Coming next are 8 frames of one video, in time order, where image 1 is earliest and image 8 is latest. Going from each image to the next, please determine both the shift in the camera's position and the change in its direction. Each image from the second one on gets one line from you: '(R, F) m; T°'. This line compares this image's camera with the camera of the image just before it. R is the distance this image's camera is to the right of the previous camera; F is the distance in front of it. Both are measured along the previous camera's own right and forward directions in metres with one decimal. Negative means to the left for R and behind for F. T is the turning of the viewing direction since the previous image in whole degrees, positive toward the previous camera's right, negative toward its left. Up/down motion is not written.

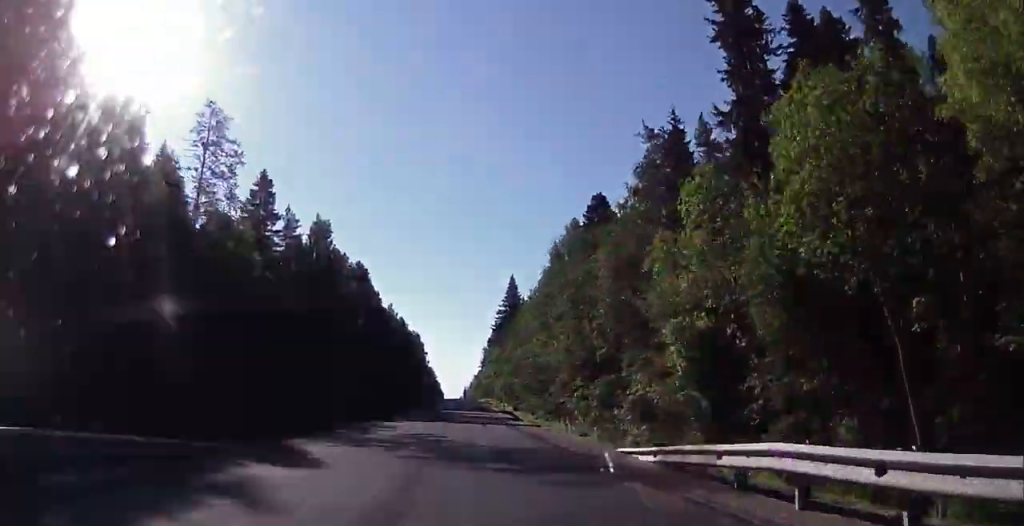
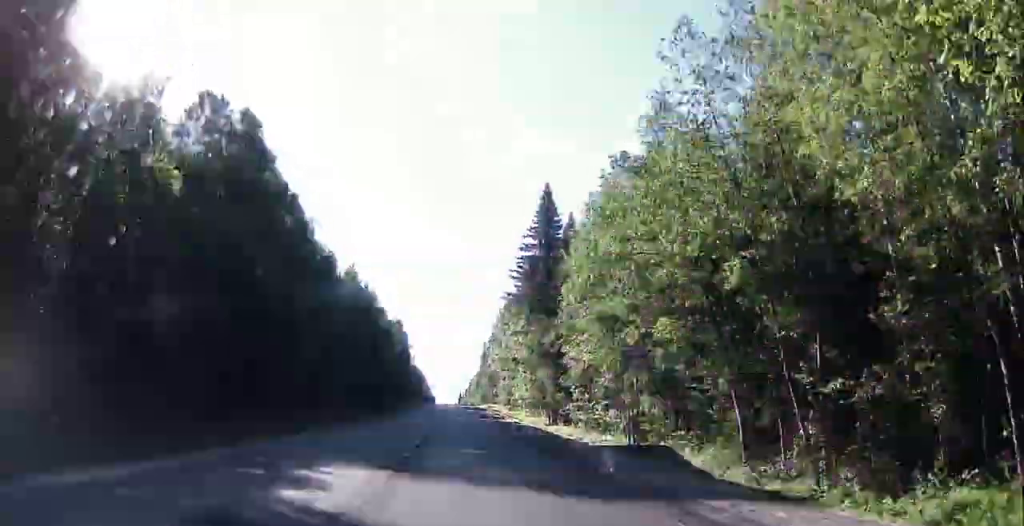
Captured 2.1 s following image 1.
(+2.0, +65.5) m; +2°
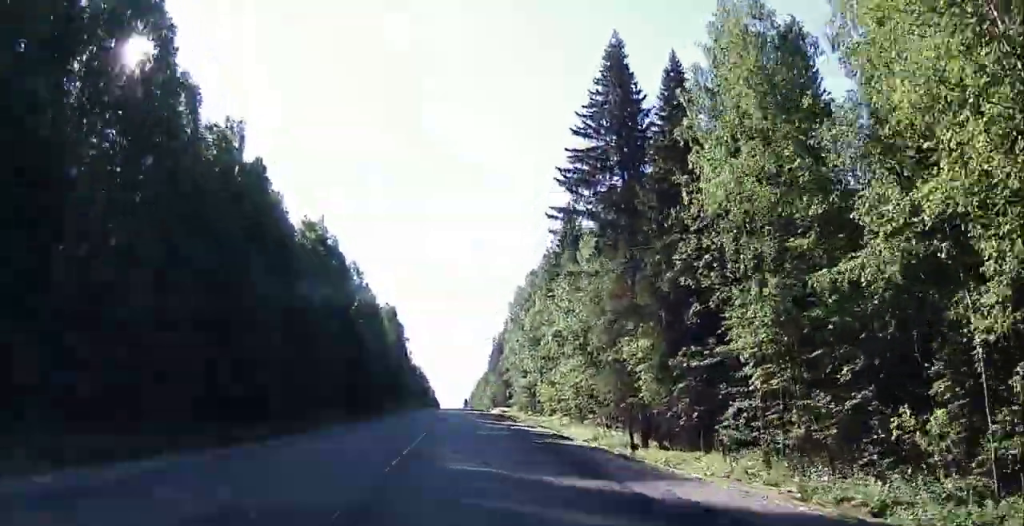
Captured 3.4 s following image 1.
(0.0, +38.1) m; 0°
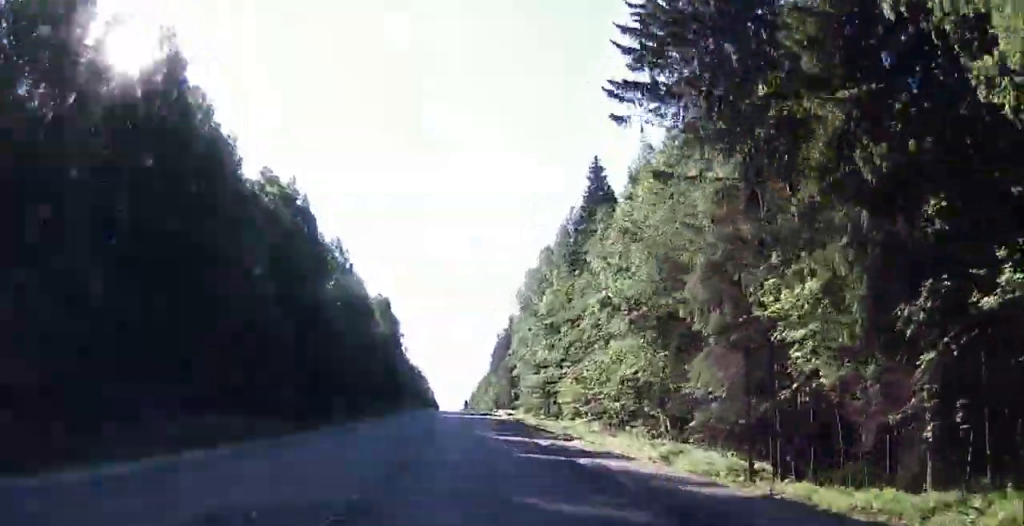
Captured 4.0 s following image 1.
(0.0, +19.6) m; 0°
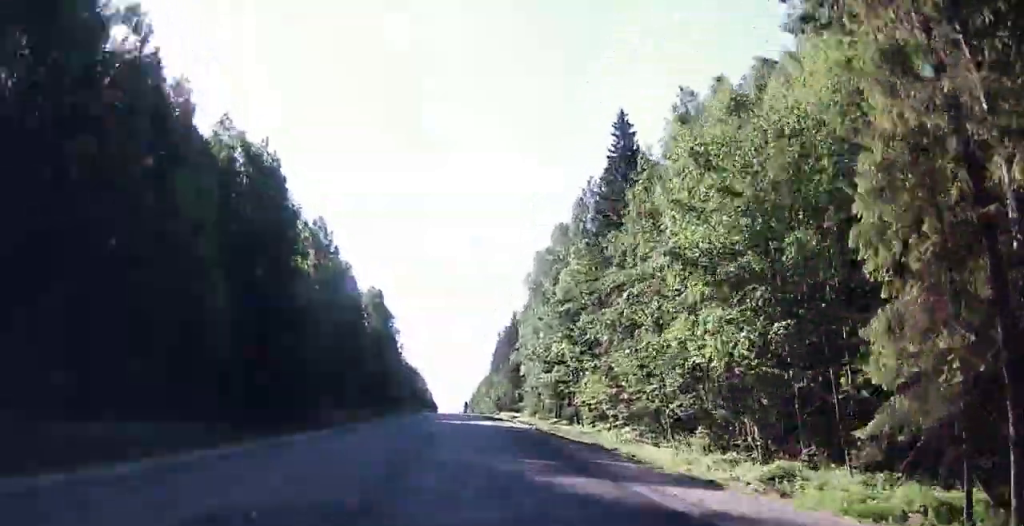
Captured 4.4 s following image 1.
(0.0, +13.3) m; 0°
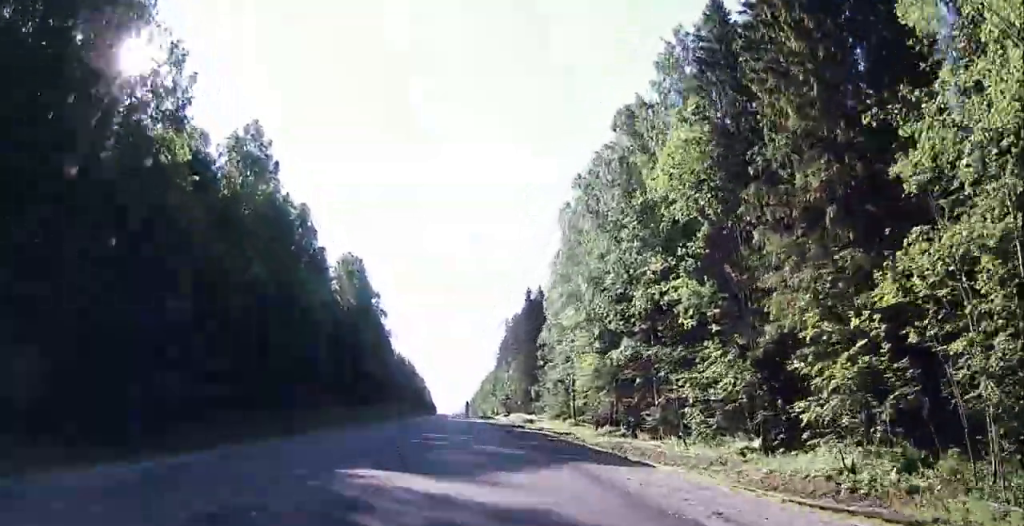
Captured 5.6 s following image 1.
(0.0, +34.6) m; 0°
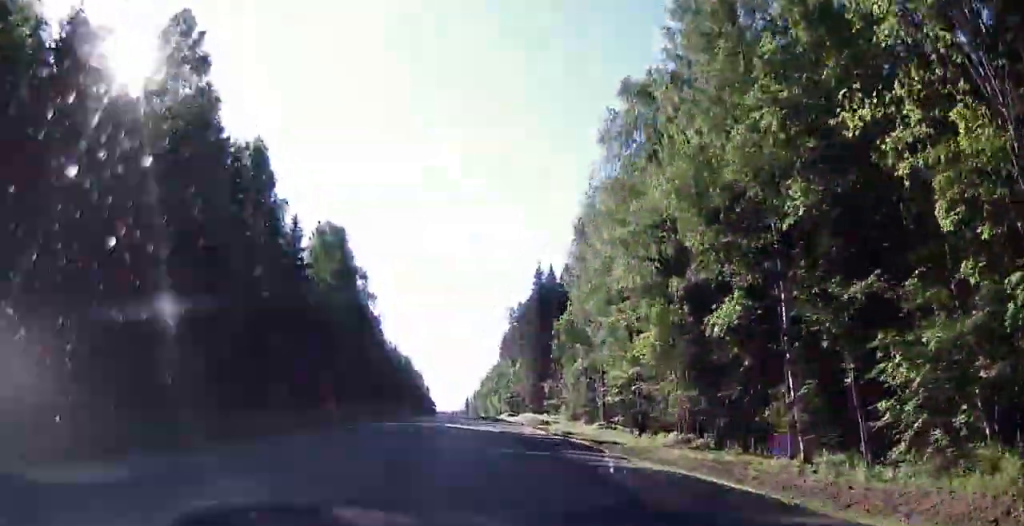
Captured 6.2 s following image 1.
(0.0, +20.2) m; 0°
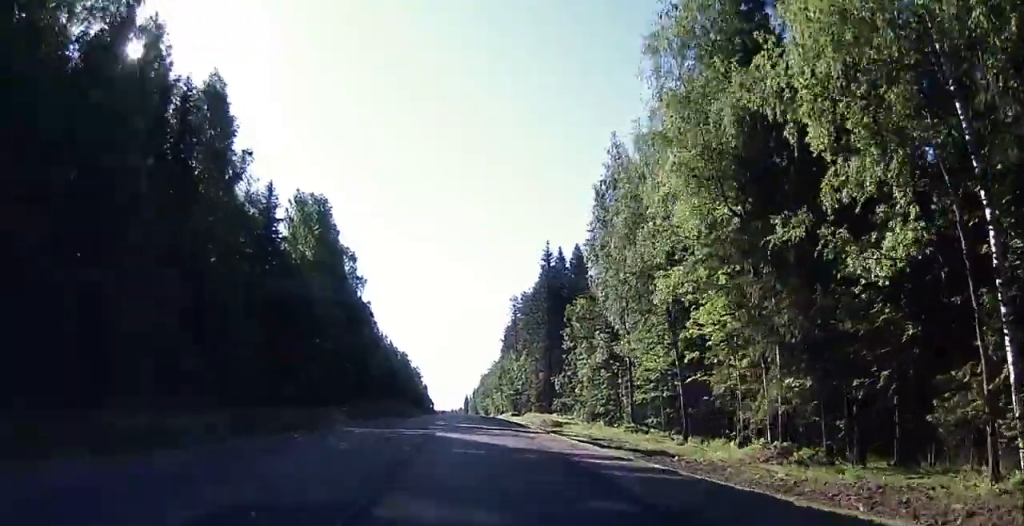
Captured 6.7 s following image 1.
(-0.1, +12.8) m; 0°
